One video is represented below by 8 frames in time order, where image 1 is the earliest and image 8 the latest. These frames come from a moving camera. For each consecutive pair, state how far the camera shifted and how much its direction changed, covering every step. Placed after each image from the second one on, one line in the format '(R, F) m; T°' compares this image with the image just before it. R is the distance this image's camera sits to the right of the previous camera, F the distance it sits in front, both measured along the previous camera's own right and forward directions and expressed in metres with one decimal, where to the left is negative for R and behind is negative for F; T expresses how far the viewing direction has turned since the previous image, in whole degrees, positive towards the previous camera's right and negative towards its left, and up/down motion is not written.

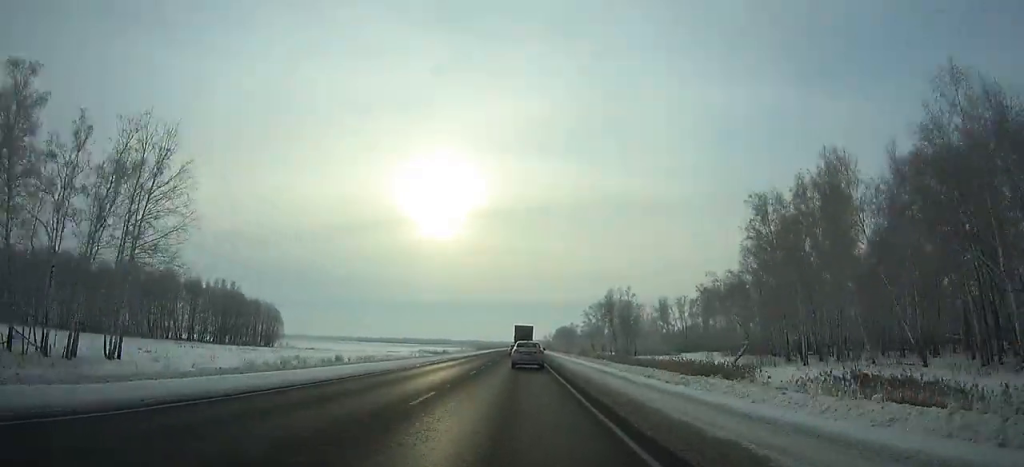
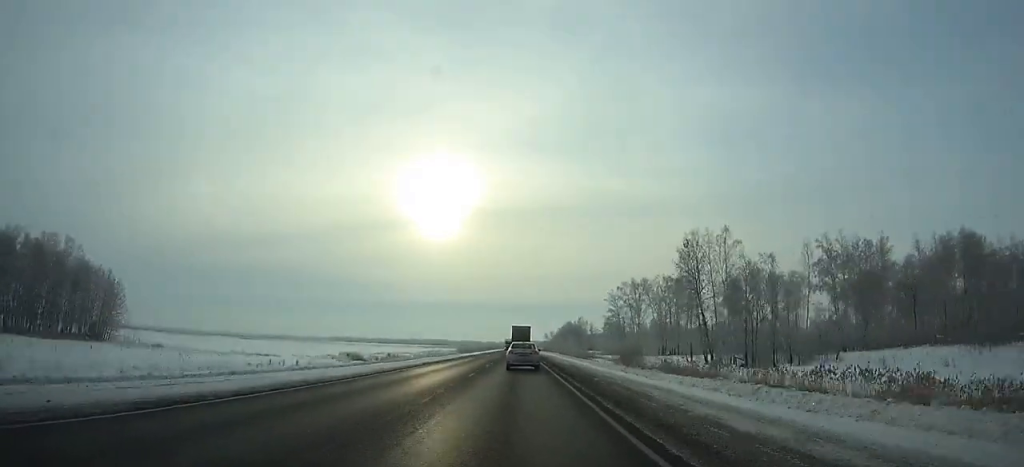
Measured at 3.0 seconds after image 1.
(-0.1, +73.6) m; 0°
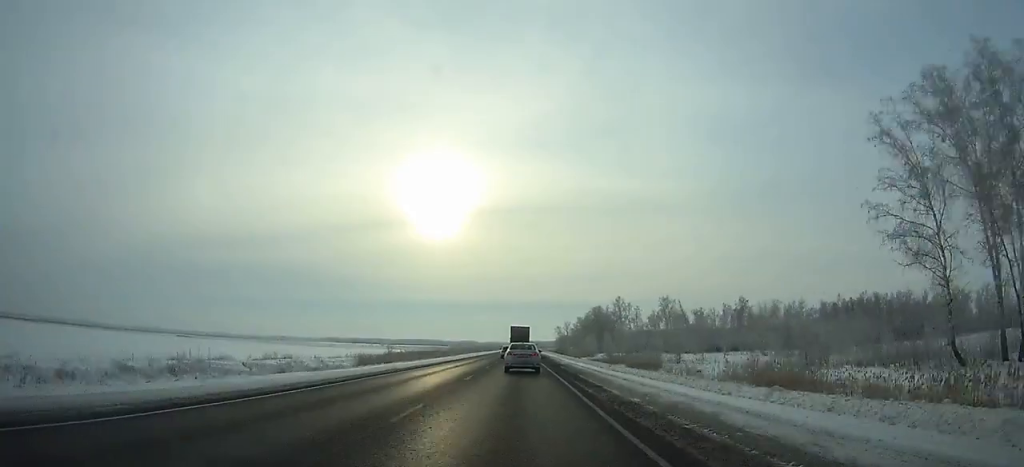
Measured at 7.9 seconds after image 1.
(0.0, +120.6) m; 0°
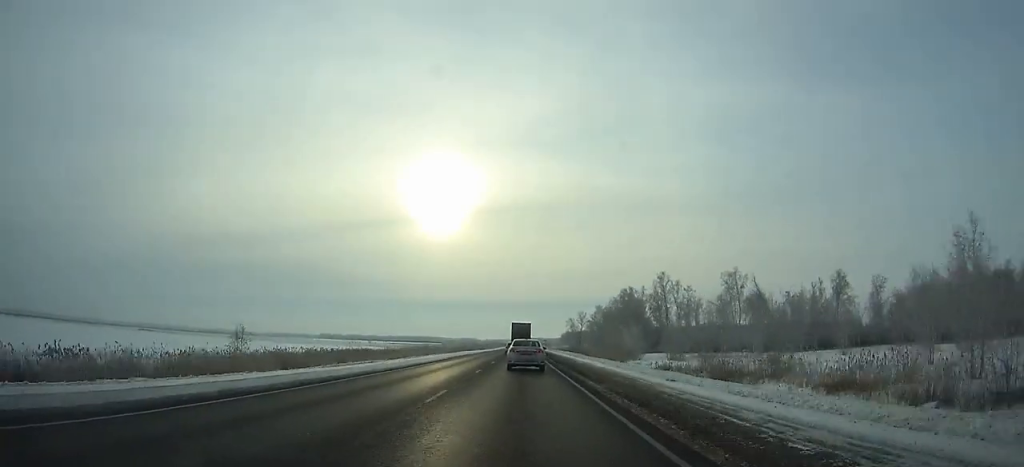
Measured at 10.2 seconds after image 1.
(0.0, +56.2) m; 0°
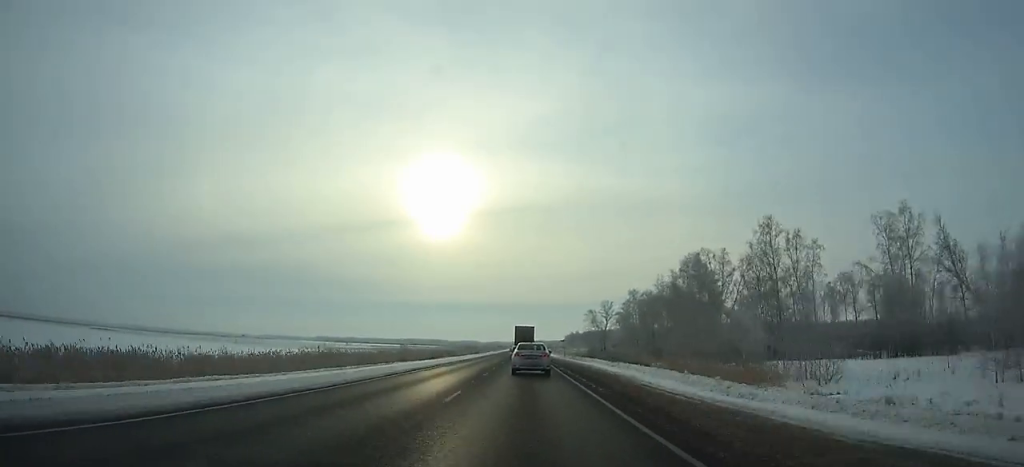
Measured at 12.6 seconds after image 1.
(0.0, +58.3) m; 0°
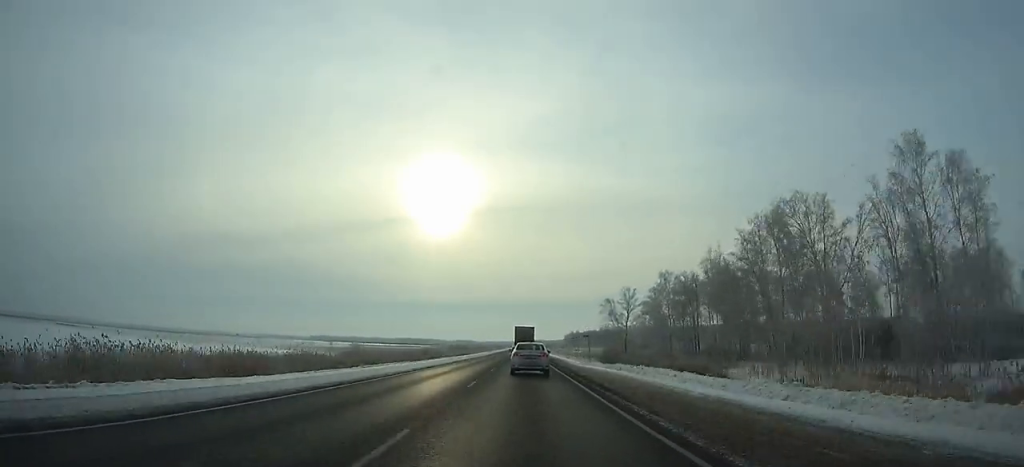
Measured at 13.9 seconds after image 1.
(-0.1, +31.2) m; 0°
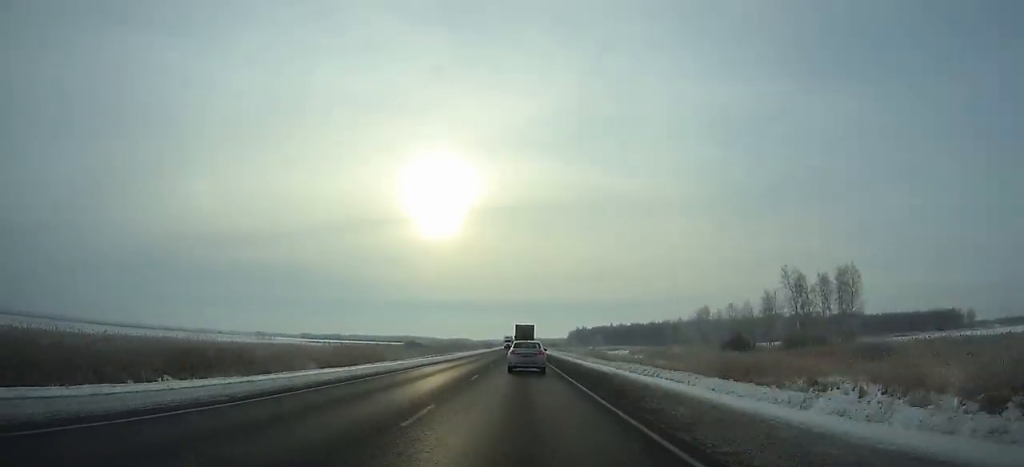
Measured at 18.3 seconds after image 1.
(-0.1, +104.6) m; 0°
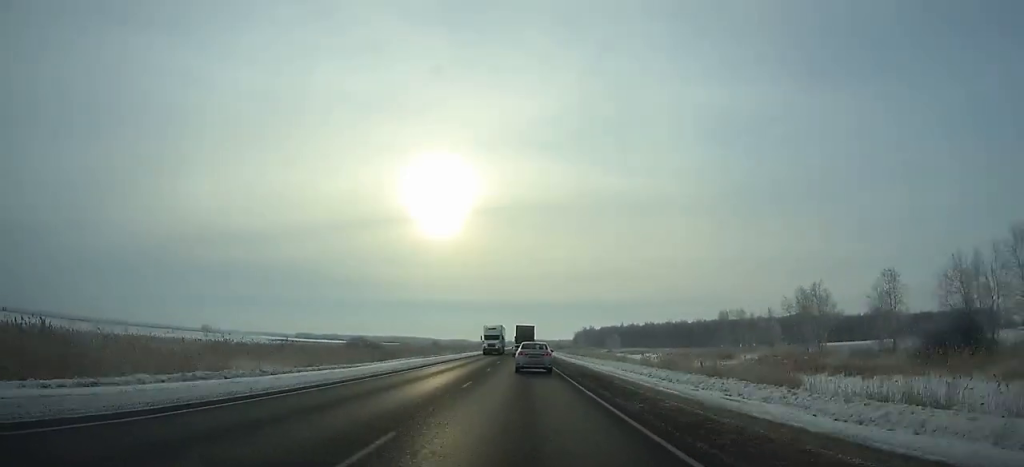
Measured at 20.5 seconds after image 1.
(0.0, +51.7) m; 0°
